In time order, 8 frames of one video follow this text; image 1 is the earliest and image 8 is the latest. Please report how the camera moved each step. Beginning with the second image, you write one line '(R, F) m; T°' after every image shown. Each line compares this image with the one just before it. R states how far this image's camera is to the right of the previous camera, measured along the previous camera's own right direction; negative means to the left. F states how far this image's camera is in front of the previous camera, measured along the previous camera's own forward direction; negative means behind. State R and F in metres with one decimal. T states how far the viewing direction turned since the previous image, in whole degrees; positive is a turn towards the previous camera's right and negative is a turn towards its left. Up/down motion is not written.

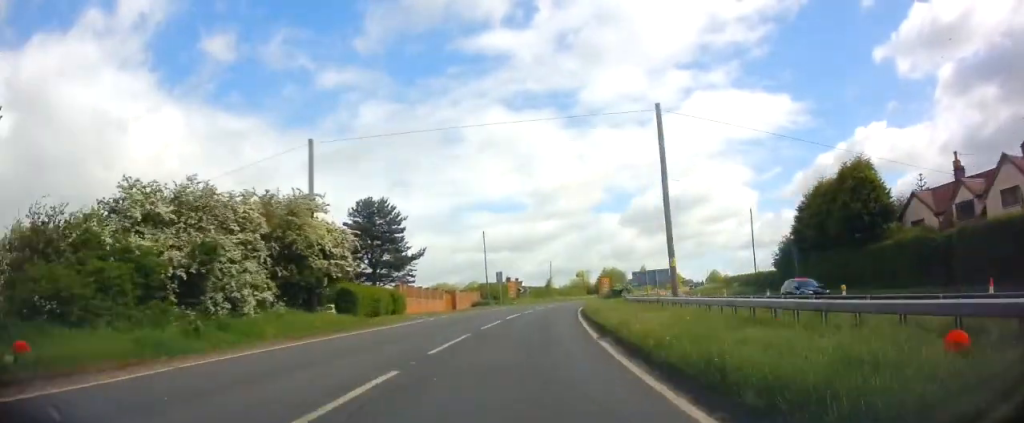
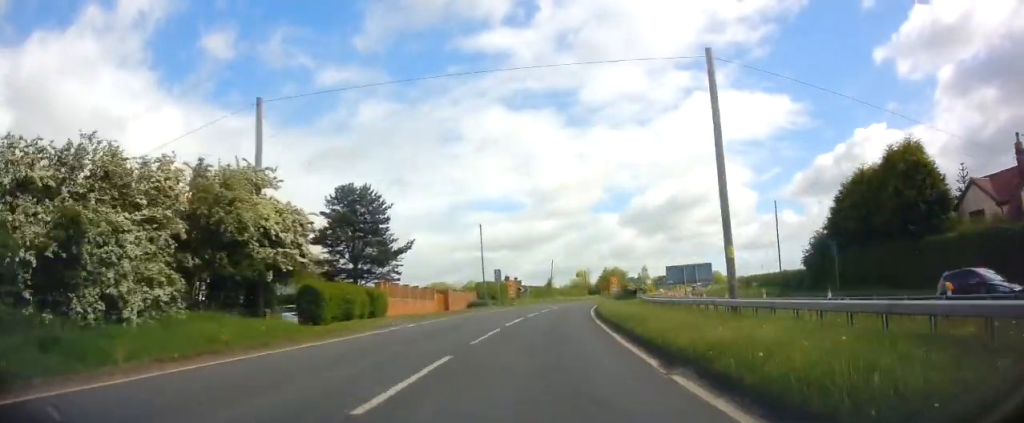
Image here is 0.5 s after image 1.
(+0.1, +6.3) m; +1°
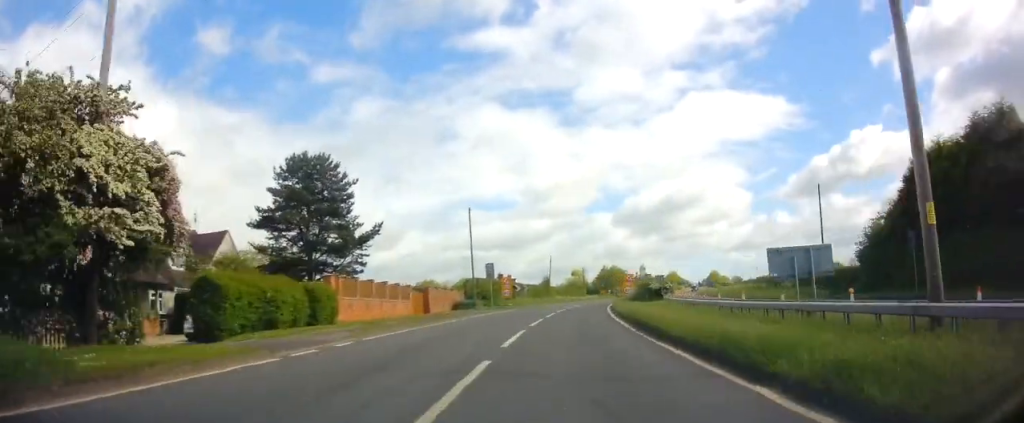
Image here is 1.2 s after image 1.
(+0.1, +9.6) m; +2°
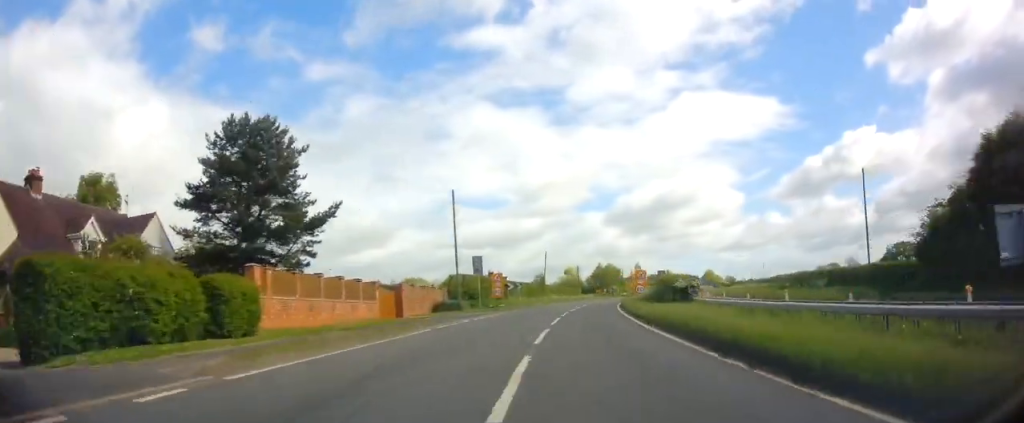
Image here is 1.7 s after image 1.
(+0.2, +8.0) m; 0°
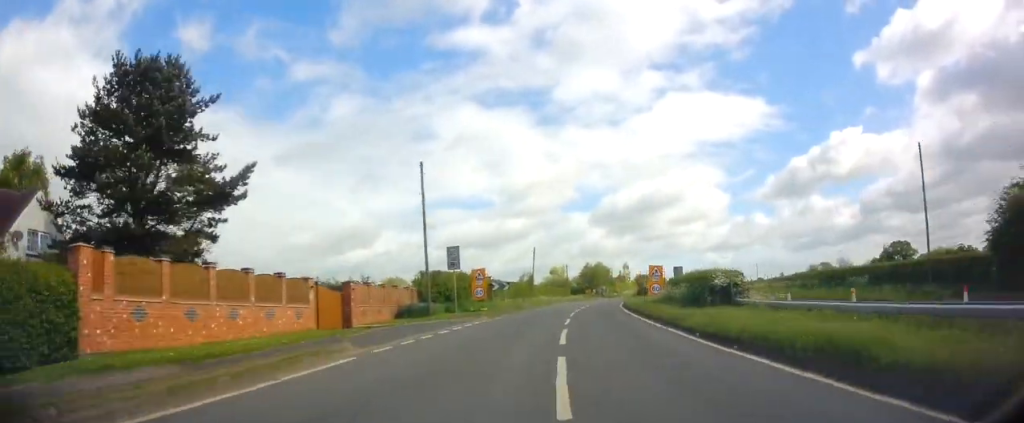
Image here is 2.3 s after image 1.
(+0.1, +8.5) m; +1°
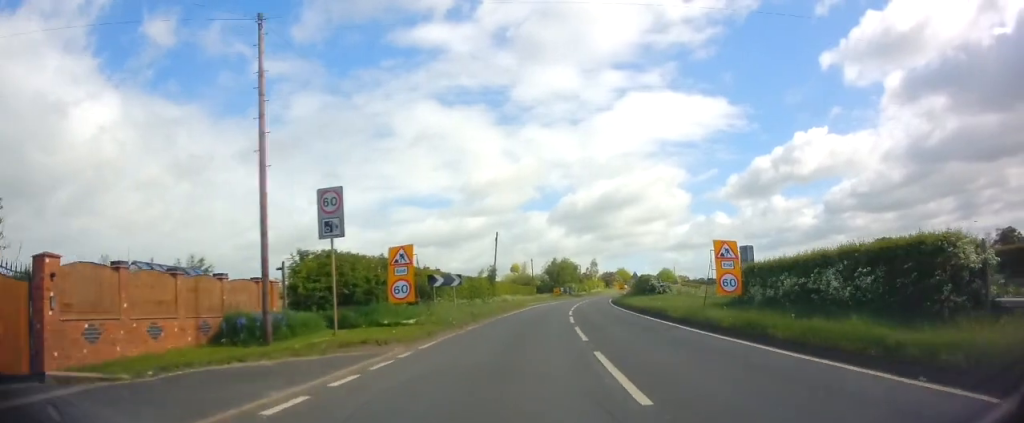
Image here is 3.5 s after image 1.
(+0.2, +17.0) m; +3°
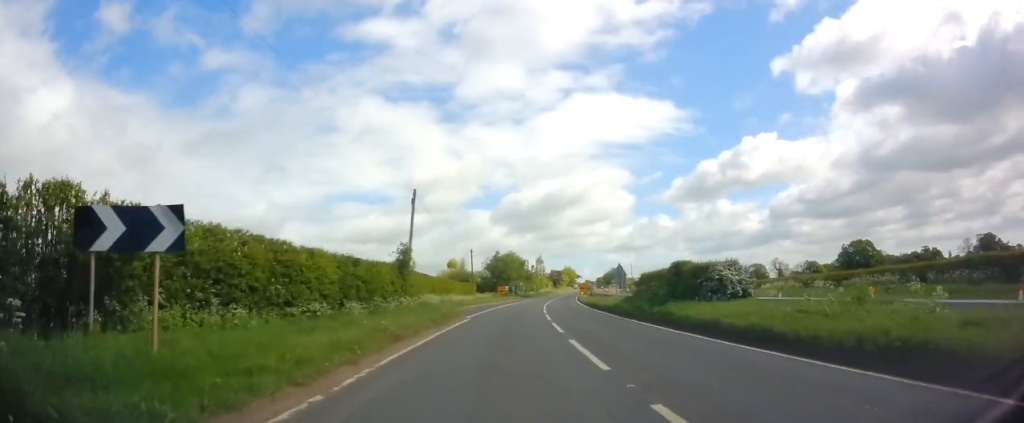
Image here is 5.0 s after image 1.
(+1.4, +23.4) m; +6°
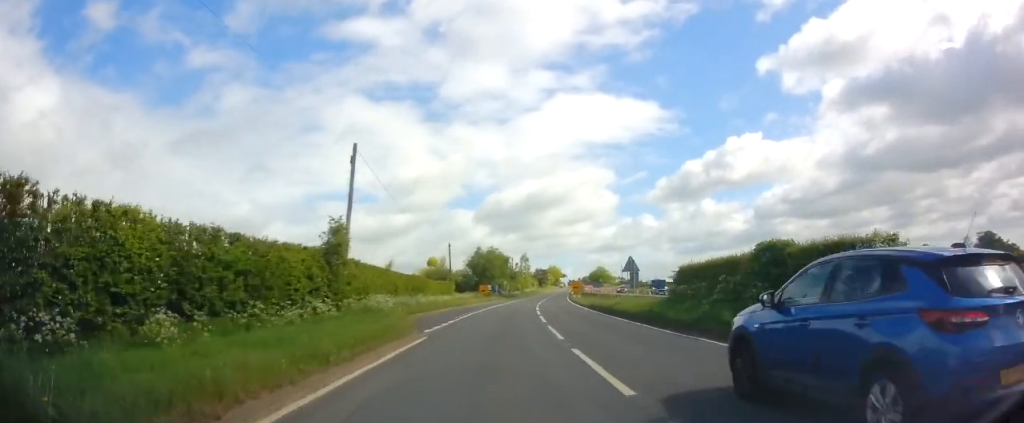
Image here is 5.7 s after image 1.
(+0.2, +11.3) m; +2°
